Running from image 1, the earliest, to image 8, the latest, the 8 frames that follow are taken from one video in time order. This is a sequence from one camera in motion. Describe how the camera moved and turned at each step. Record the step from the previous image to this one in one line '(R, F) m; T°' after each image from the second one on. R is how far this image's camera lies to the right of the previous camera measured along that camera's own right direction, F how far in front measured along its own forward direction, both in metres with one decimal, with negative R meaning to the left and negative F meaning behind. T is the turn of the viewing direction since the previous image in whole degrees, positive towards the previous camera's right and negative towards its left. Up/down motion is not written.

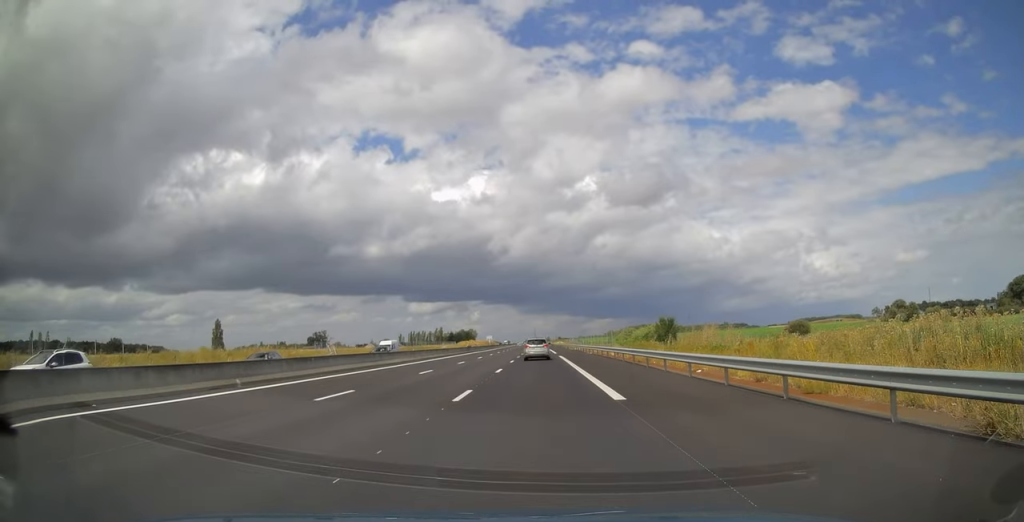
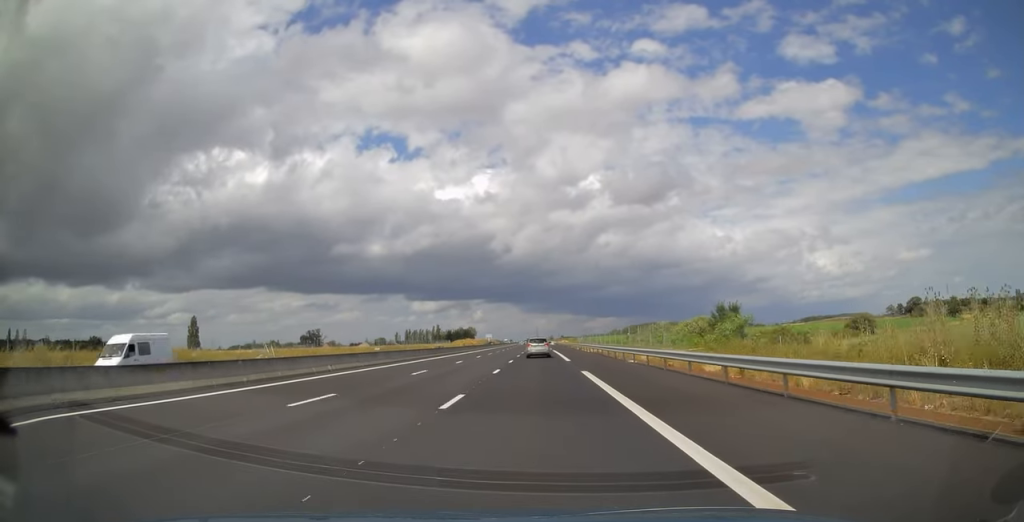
(0.0, +28.0) m; 0°
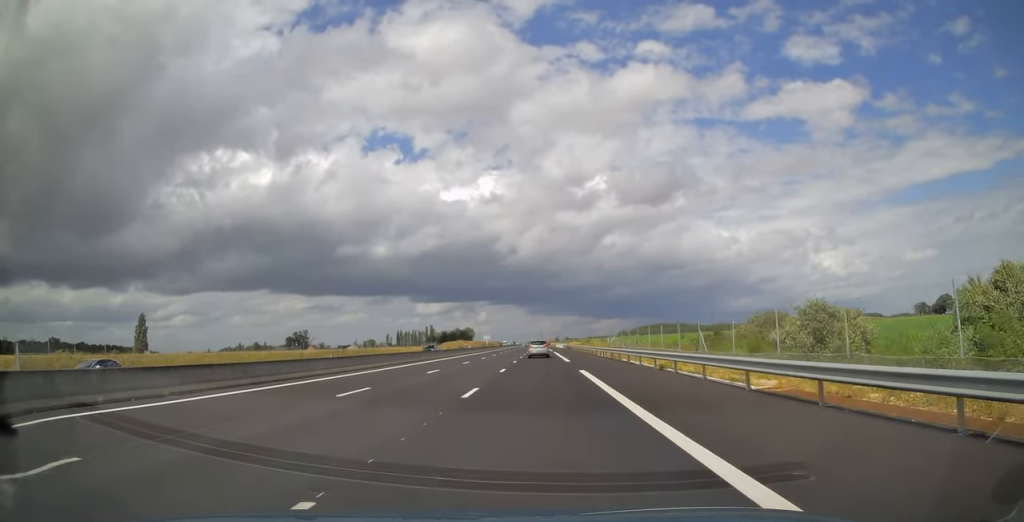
(0.0, +49.5) m; 0°
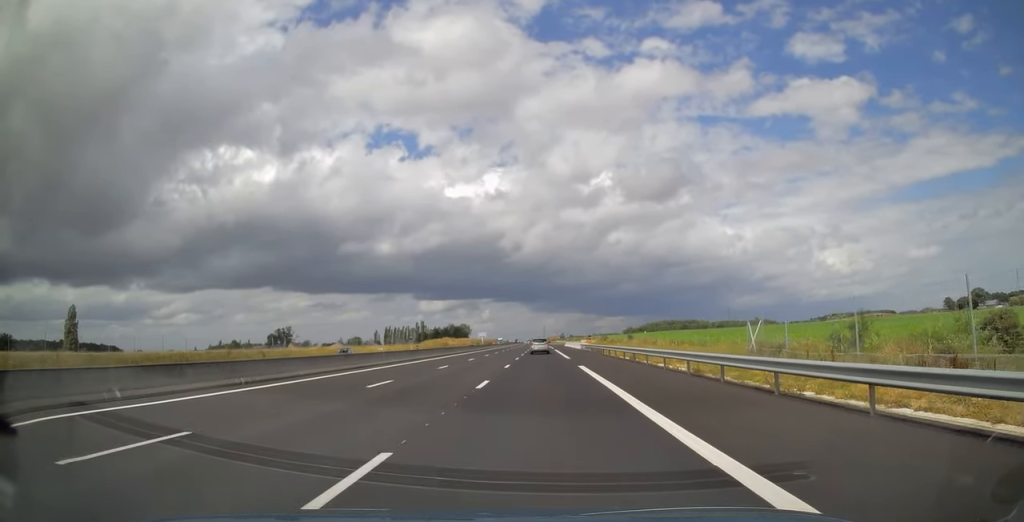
(-0.2, +50.0) m; 0°
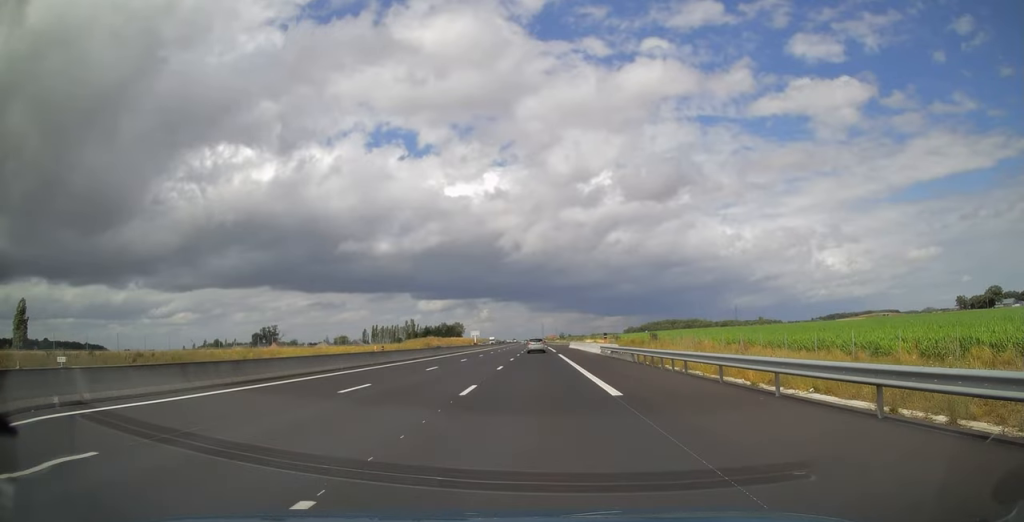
(-0.1, +28.6) m; 0°
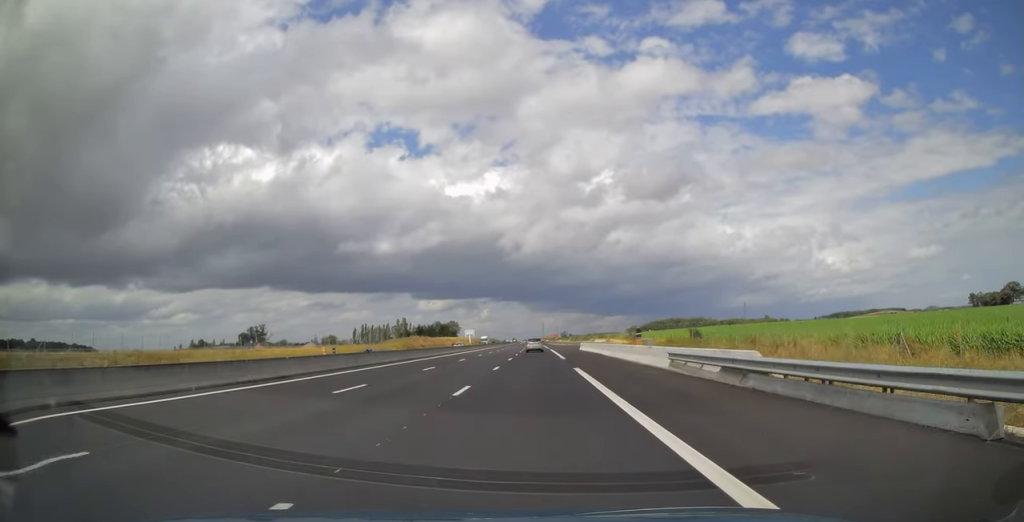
(0.0, +26.4) m; 0°
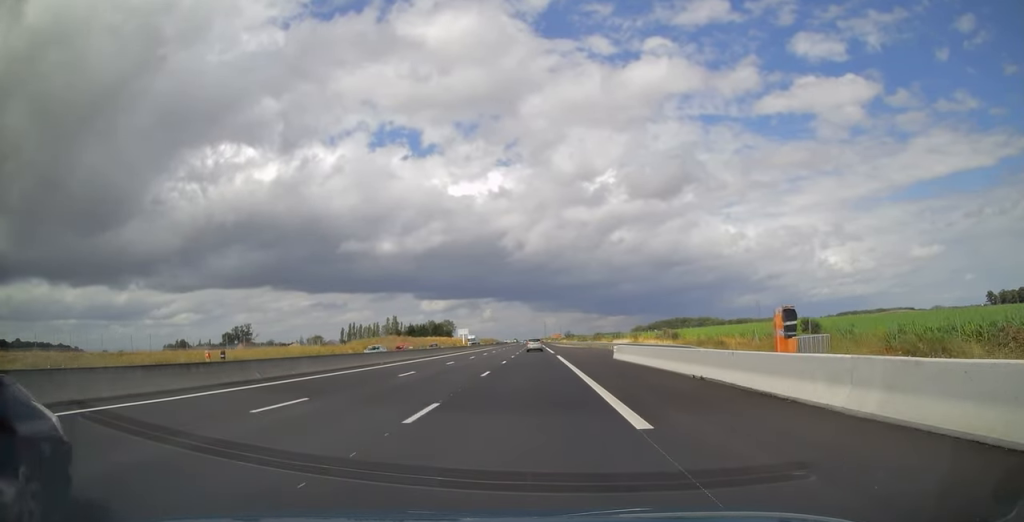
(0.0, +31.2) m; 0°
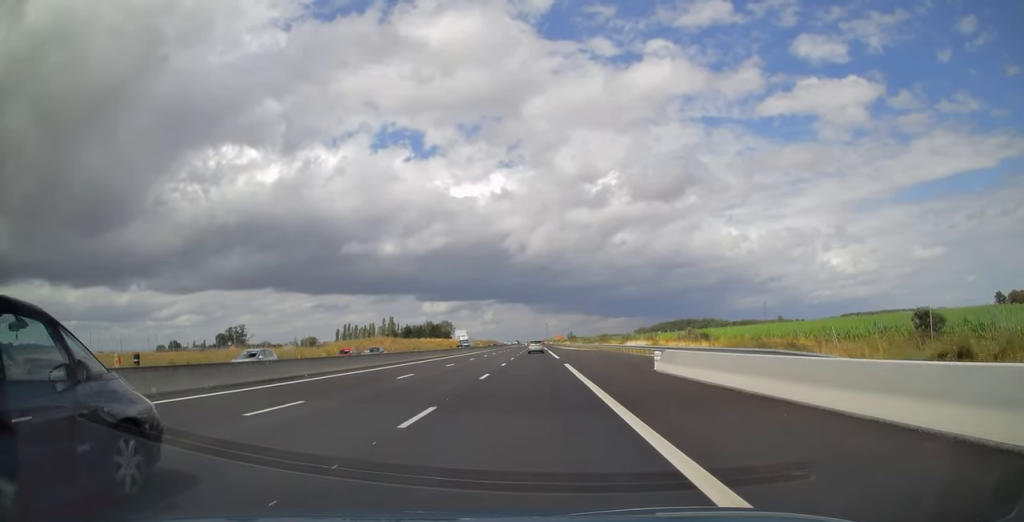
(0.0, +13.5) m; 0°
